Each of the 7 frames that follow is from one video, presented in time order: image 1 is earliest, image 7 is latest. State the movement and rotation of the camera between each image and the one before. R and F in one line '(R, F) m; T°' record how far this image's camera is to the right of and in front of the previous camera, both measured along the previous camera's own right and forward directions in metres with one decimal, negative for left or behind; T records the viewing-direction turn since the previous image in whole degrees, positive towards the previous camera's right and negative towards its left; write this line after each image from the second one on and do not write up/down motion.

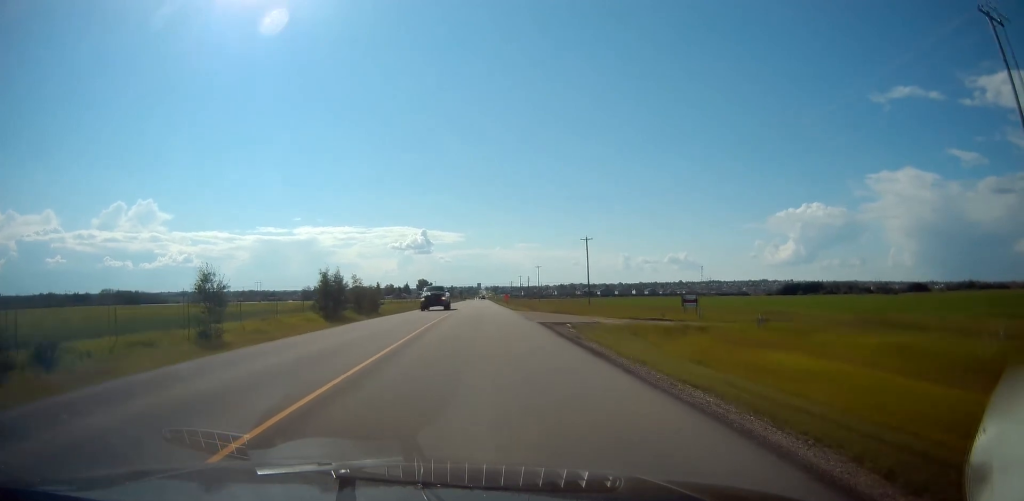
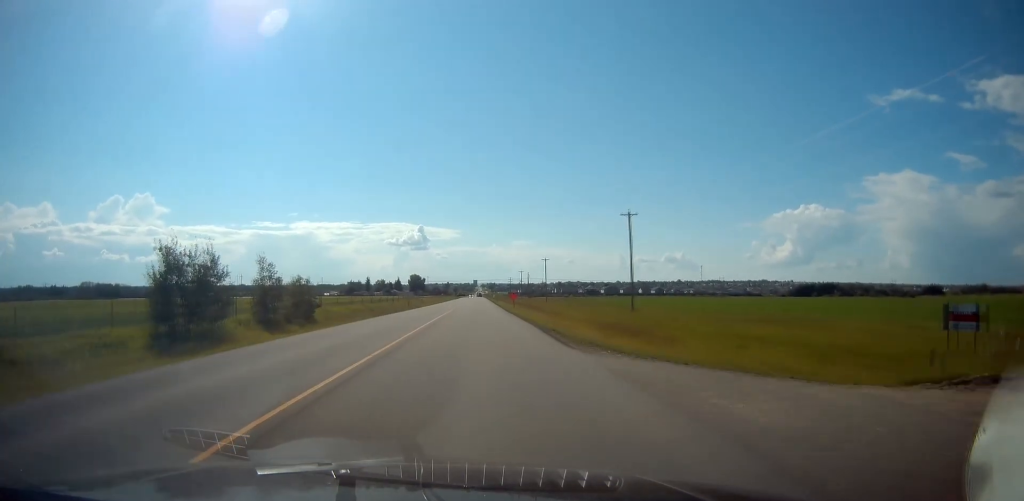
(0.0, +30.3) m; 0°
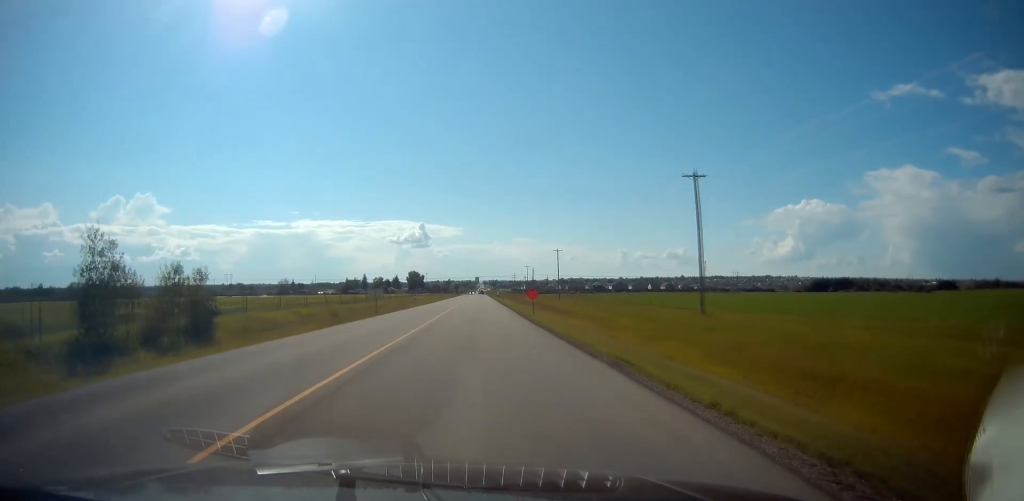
(0.0, +21.0) m; 0°
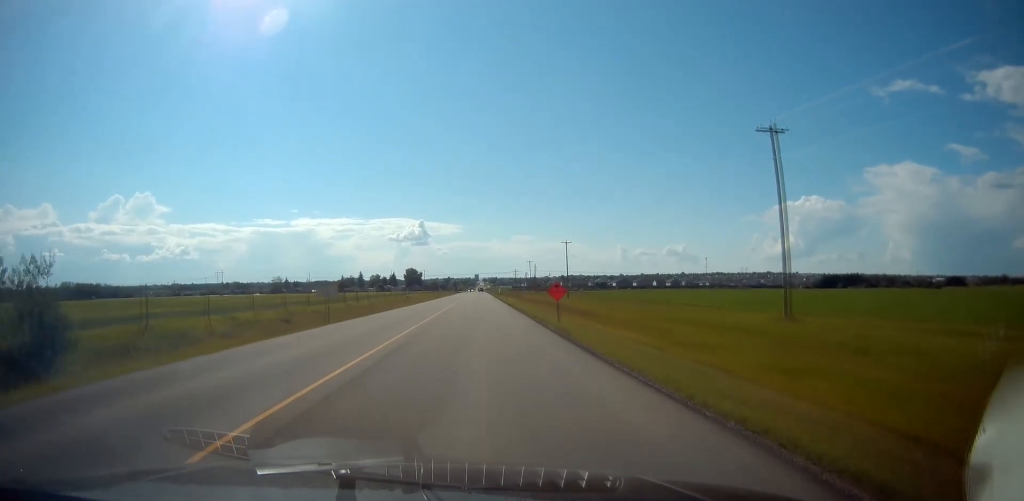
(0.0, +13.8) m; 0°
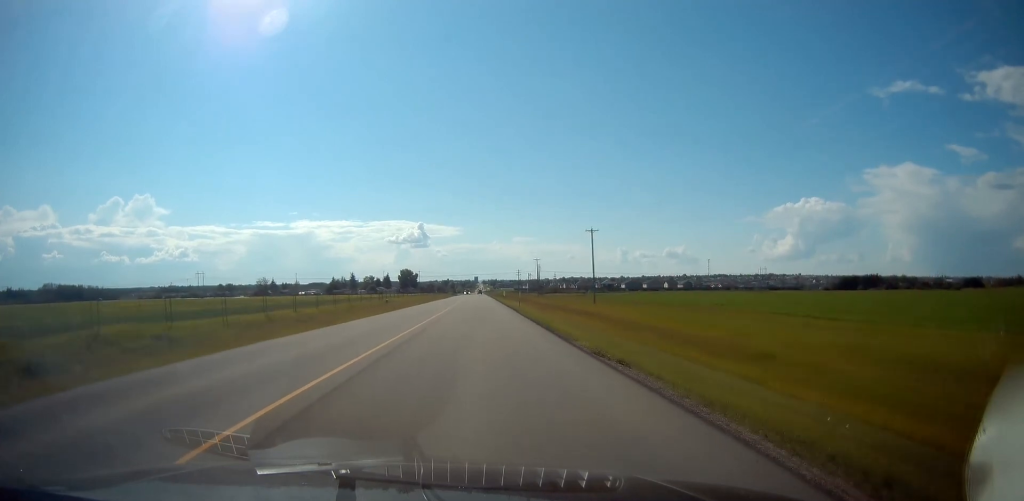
(0.0, +27.2) m; 0°
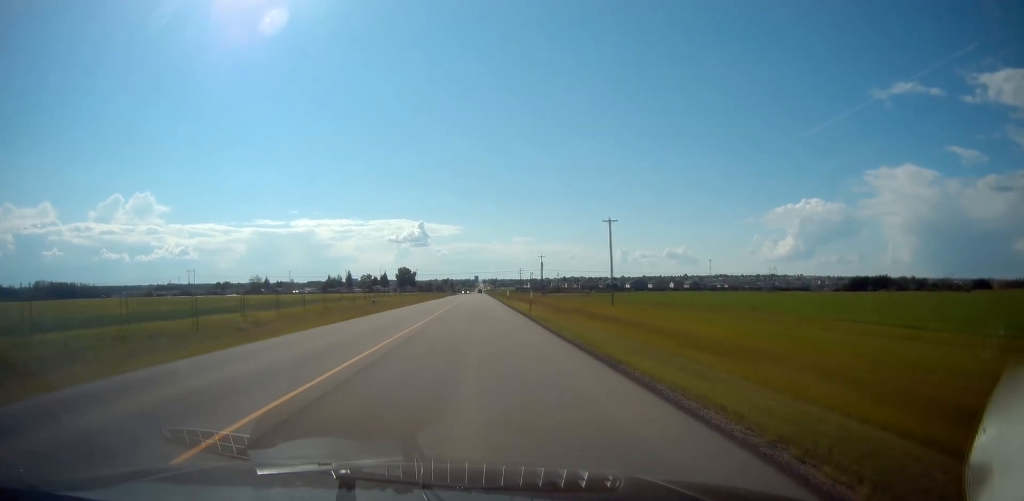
(0.0, +12.0) m; 0°
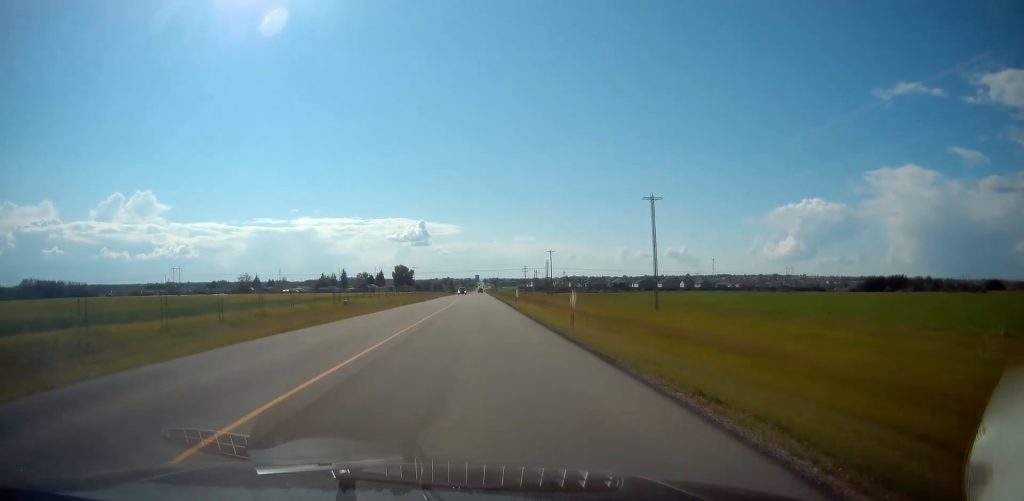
(0.0, +19.1) m; 0°
